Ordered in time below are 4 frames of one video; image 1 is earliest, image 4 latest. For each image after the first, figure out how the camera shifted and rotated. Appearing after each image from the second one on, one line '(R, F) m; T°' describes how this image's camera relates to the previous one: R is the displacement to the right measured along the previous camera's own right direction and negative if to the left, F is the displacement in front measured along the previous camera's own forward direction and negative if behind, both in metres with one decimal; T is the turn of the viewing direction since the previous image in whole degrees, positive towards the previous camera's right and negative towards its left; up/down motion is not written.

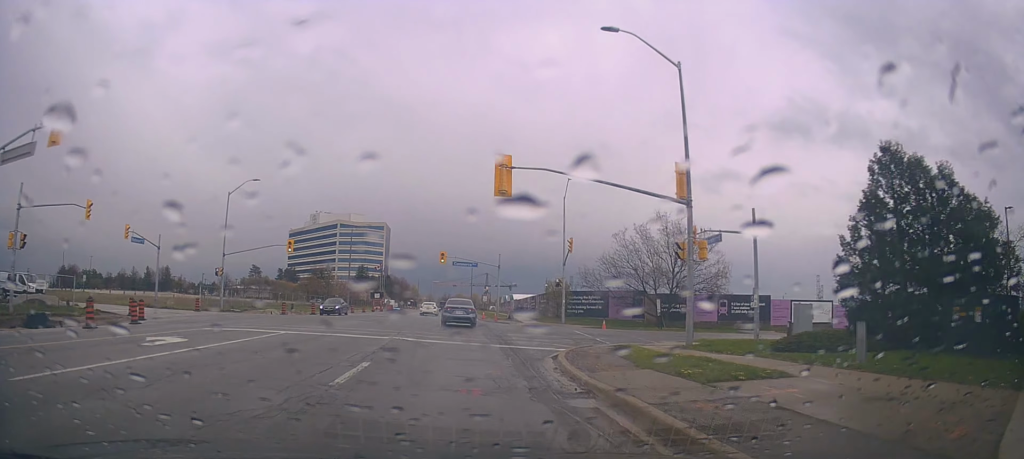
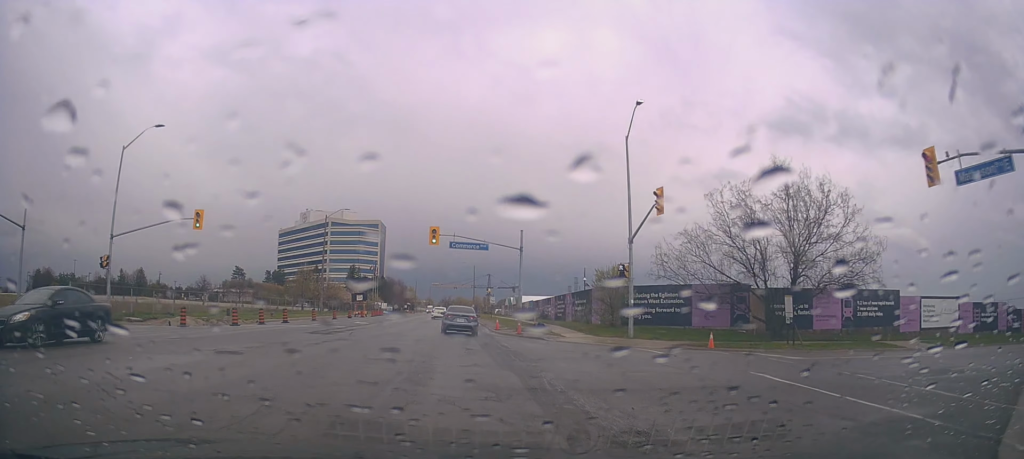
(+0.4, +18.8) m; +1°
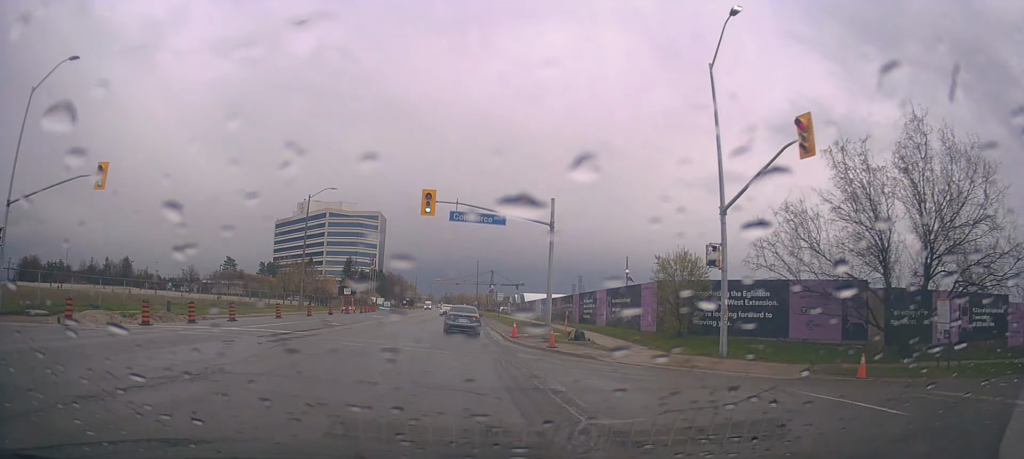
(0.0, +10.5) m; -1°
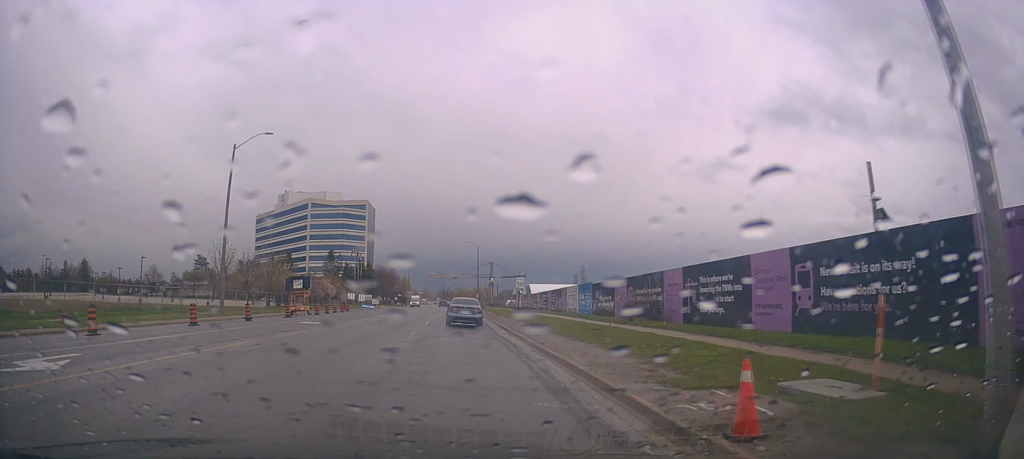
(-0.6, +22.0) m; 0°
